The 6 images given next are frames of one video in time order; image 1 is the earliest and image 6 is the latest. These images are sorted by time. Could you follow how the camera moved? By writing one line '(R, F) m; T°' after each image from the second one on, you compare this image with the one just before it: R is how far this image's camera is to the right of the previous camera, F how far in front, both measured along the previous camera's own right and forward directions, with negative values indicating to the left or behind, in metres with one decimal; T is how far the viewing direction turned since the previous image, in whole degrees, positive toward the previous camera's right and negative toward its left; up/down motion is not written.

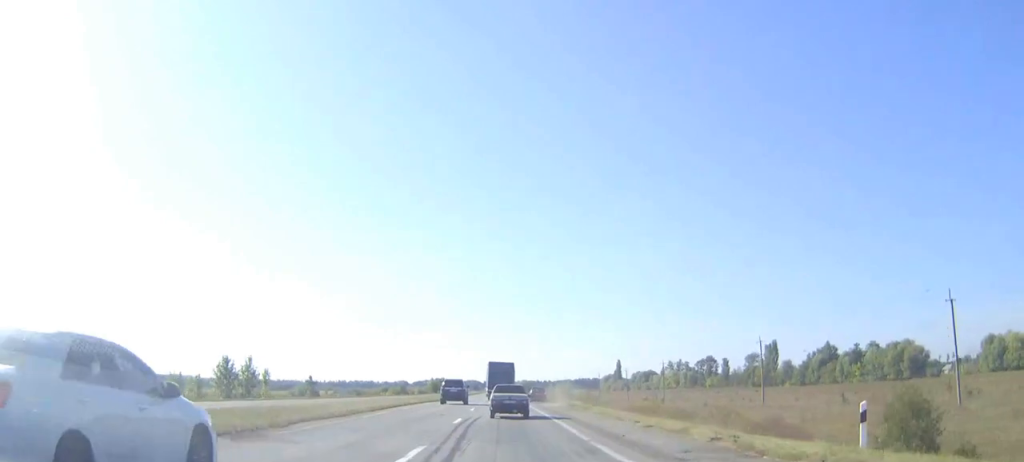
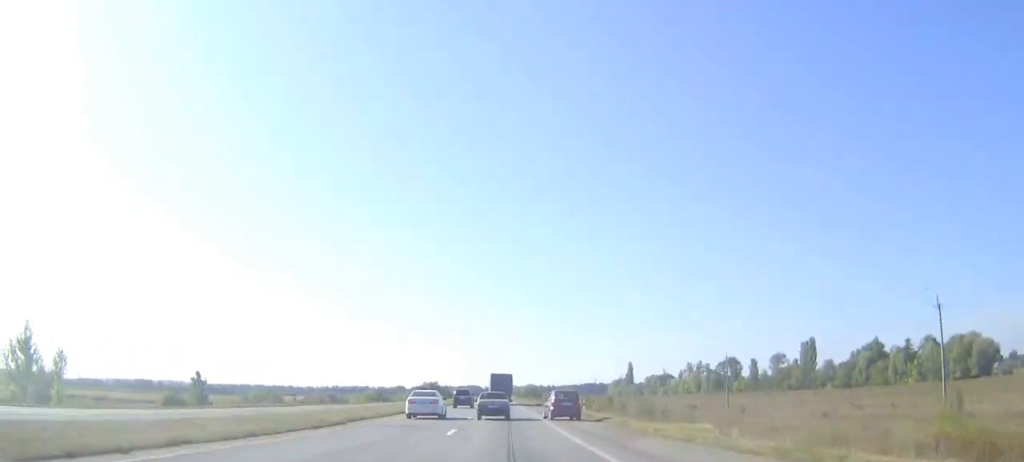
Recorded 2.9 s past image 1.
(-0.1, +48.9) m; -1°
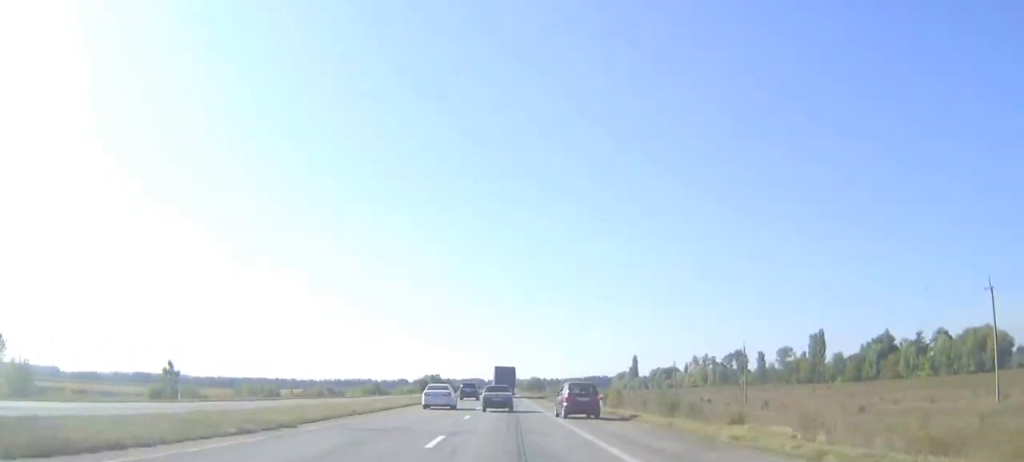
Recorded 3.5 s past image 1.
(0.0, +8.2) m; 0°
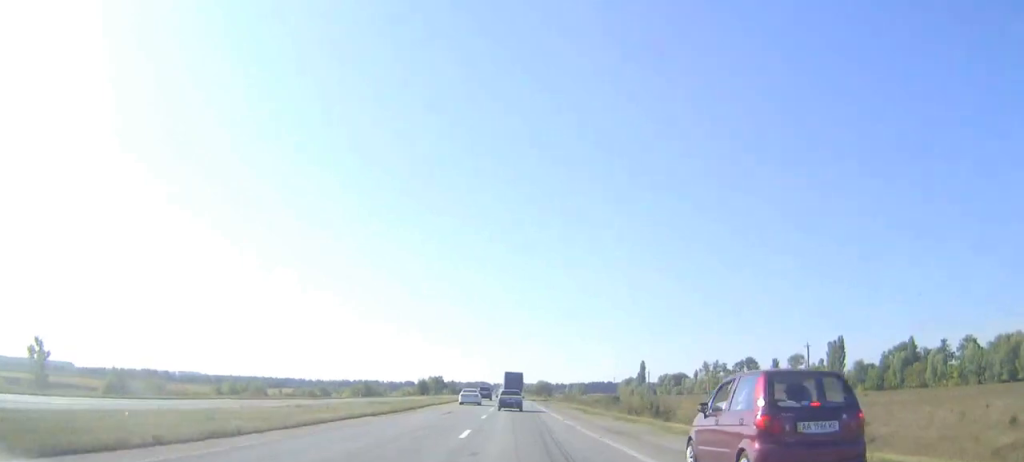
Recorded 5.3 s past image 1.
(0.0, +27.4) m; 0°
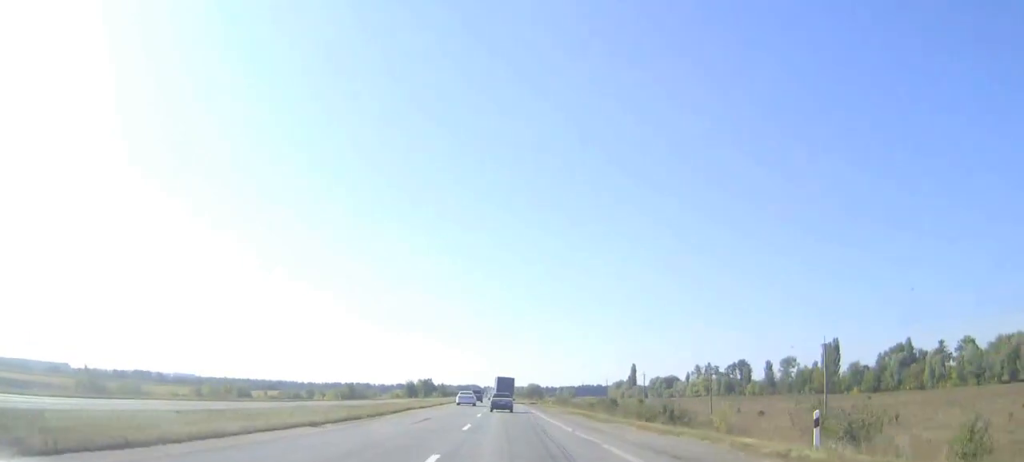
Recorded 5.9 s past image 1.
(0.0, +9.7) m; 0°
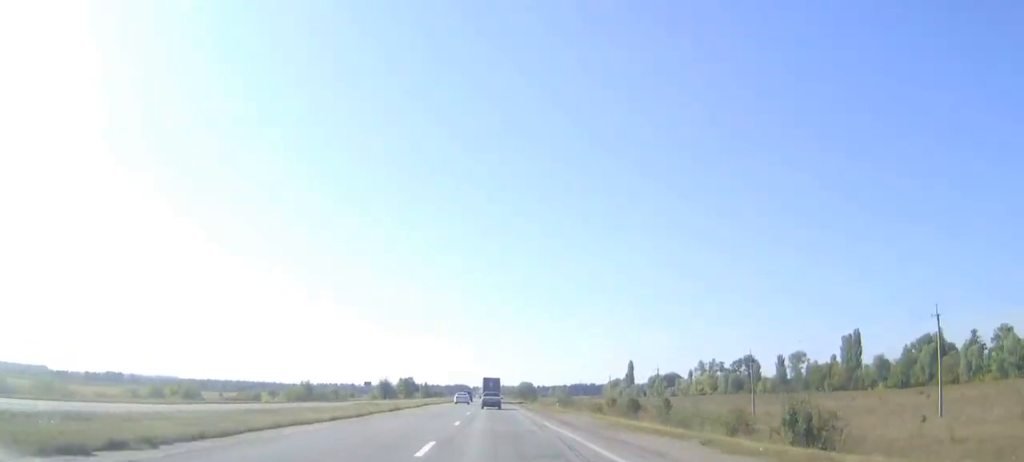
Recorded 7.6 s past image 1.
(+0.2, +26.8) m; 0°
